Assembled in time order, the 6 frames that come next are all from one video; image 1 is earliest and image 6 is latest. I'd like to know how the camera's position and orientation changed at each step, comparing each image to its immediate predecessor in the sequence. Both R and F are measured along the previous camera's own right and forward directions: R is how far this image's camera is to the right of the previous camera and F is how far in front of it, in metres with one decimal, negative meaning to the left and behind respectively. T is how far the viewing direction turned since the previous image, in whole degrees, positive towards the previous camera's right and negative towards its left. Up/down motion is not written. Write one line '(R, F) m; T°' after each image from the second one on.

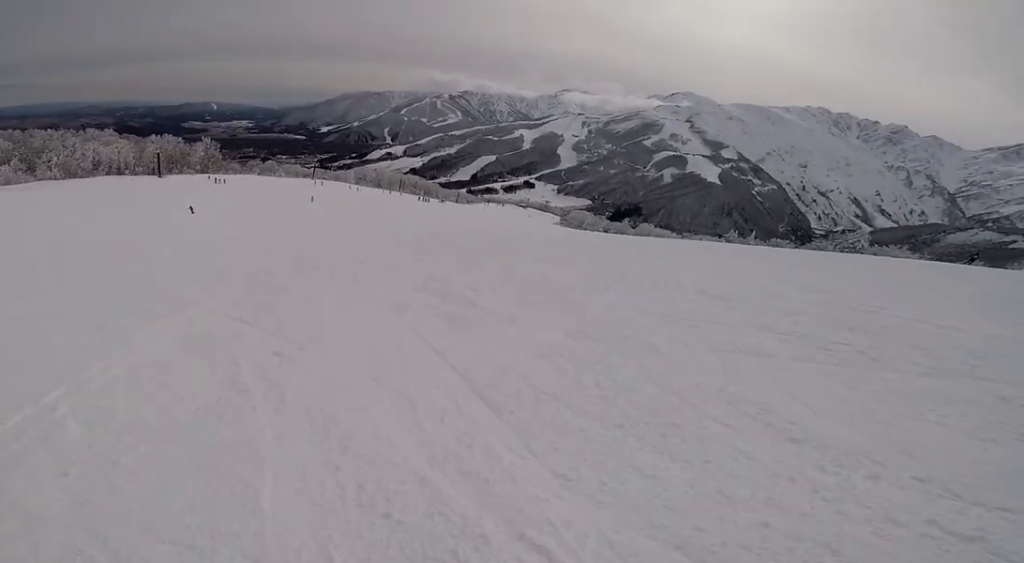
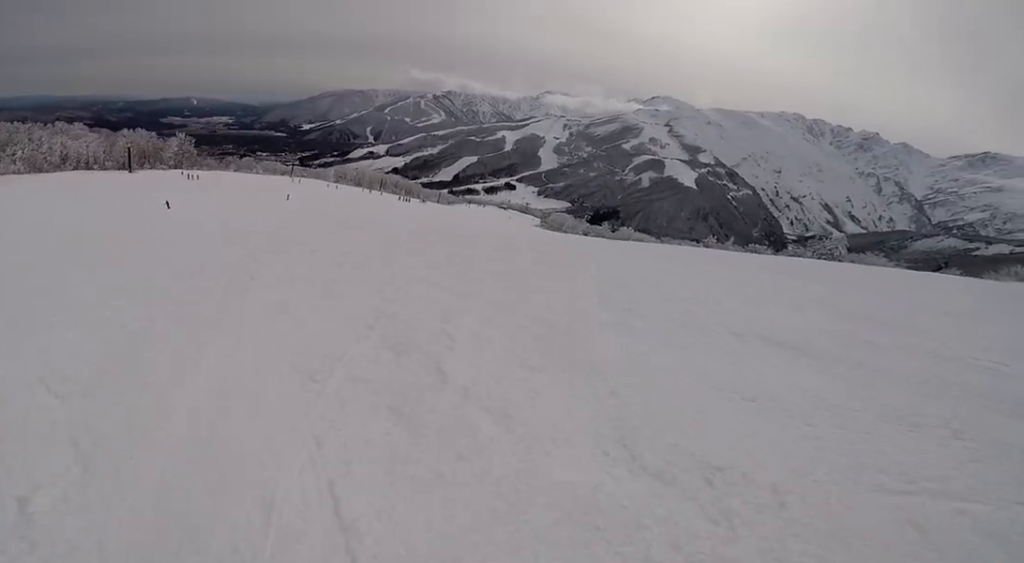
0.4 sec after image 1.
(+0.1, +2.6) m; -5°
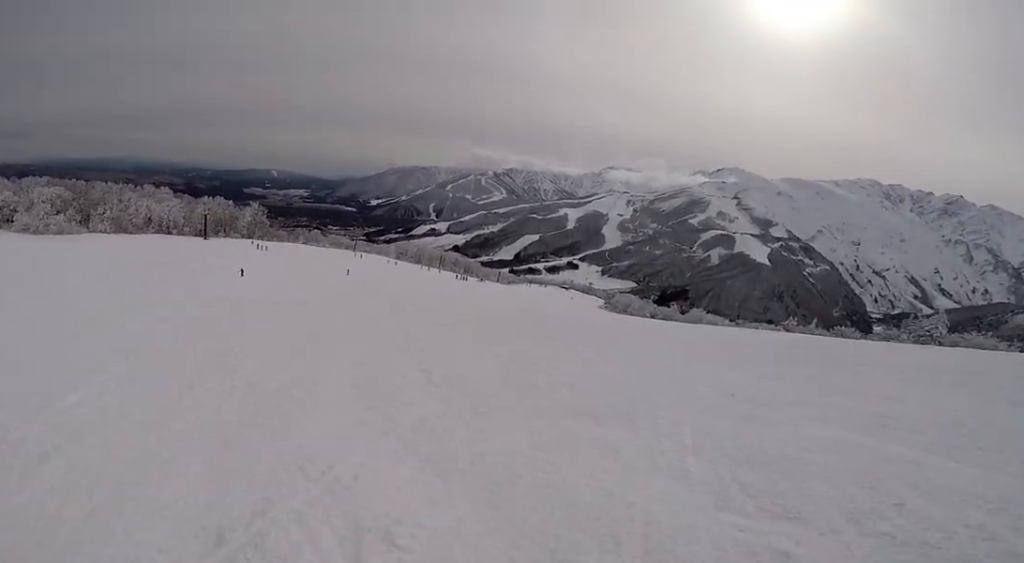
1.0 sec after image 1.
(+0.1, +3.2) m; -8°
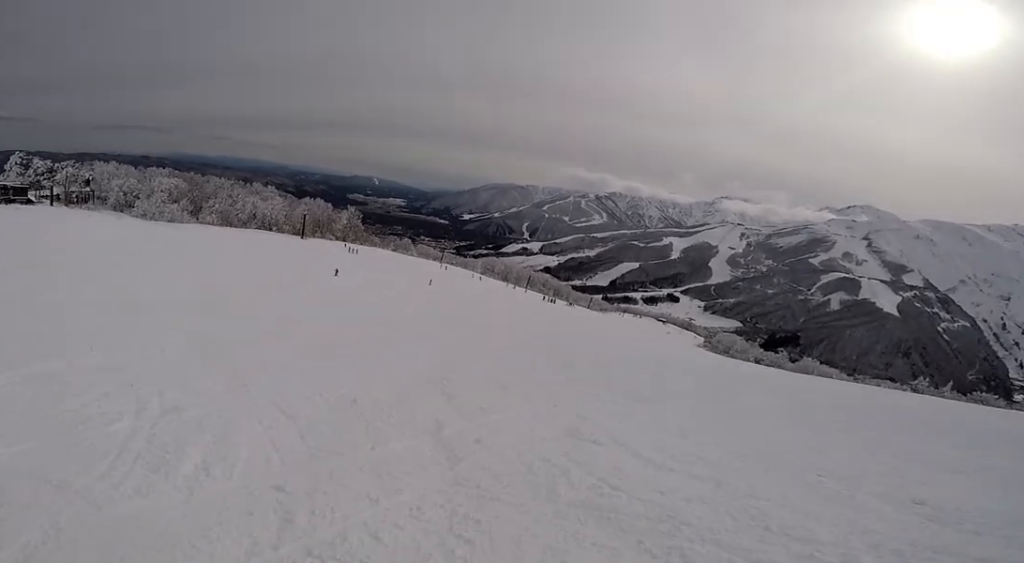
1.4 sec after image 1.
(-0.4, +2.4) m; -11°
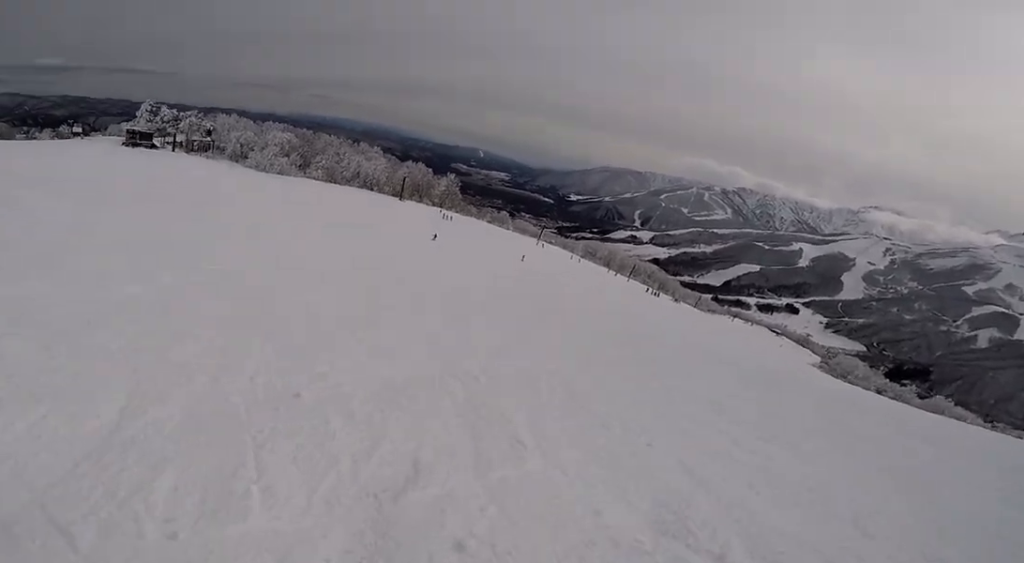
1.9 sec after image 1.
(0.0, +2.6) m; -11°
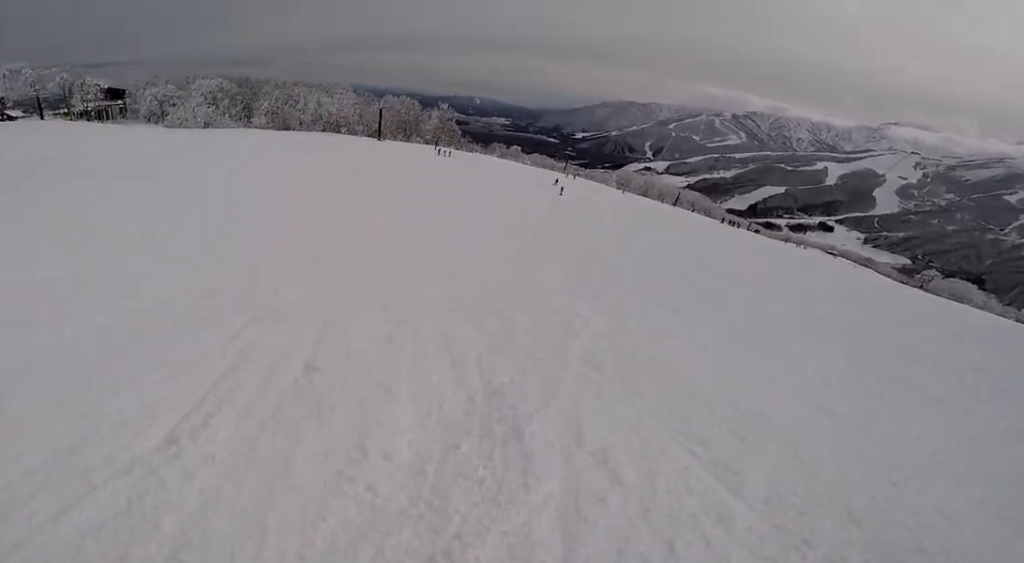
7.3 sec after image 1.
(+5.1, +34.3) m; +1°
